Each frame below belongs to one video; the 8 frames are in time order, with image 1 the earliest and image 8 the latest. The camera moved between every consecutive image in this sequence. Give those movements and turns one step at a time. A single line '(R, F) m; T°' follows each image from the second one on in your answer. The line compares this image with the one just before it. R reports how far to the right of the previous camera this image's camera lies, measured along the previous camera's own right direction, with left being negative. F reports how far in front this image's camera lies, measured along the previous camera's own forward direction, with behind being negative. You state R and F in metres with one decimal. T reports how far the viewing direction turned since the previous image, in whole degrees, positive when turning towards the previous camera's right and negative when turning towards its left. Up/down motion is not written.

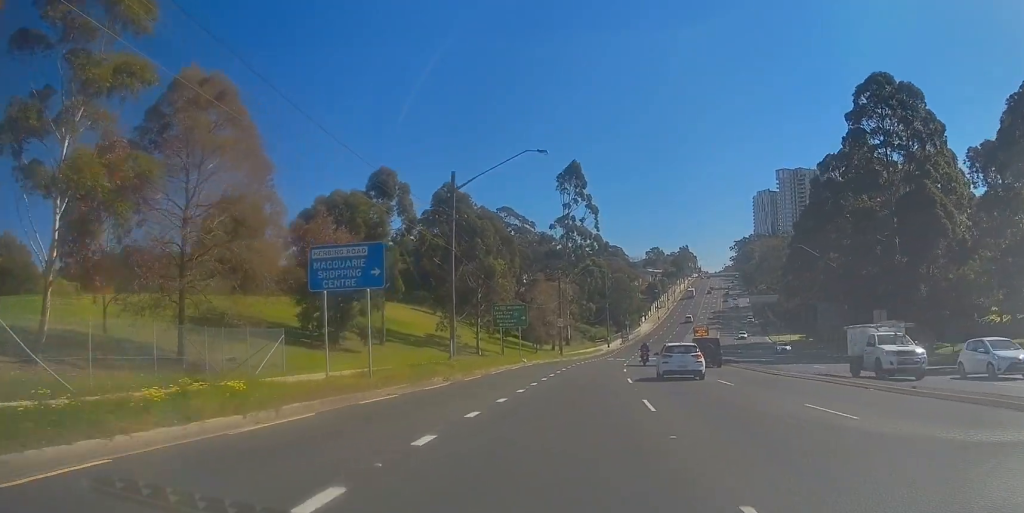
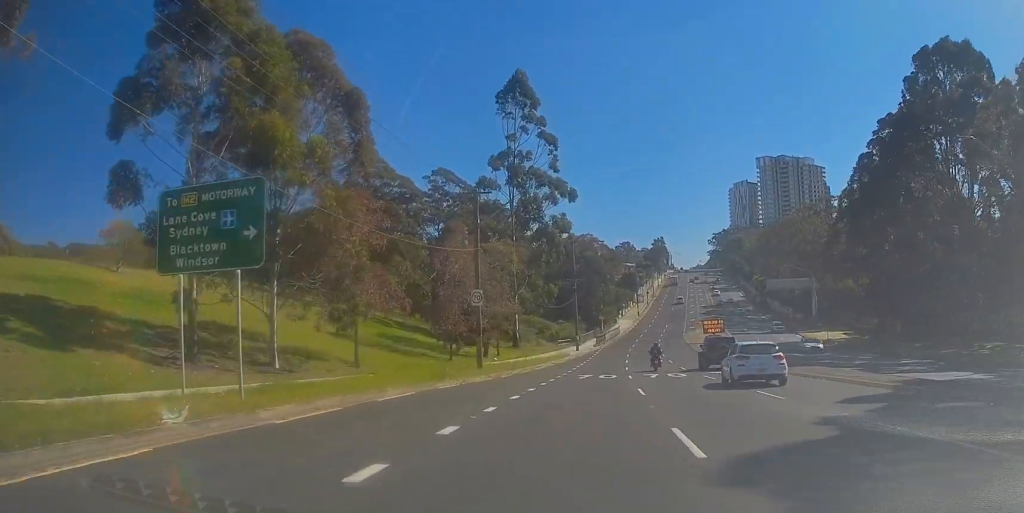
(+0.9, +42.9) m; +2°
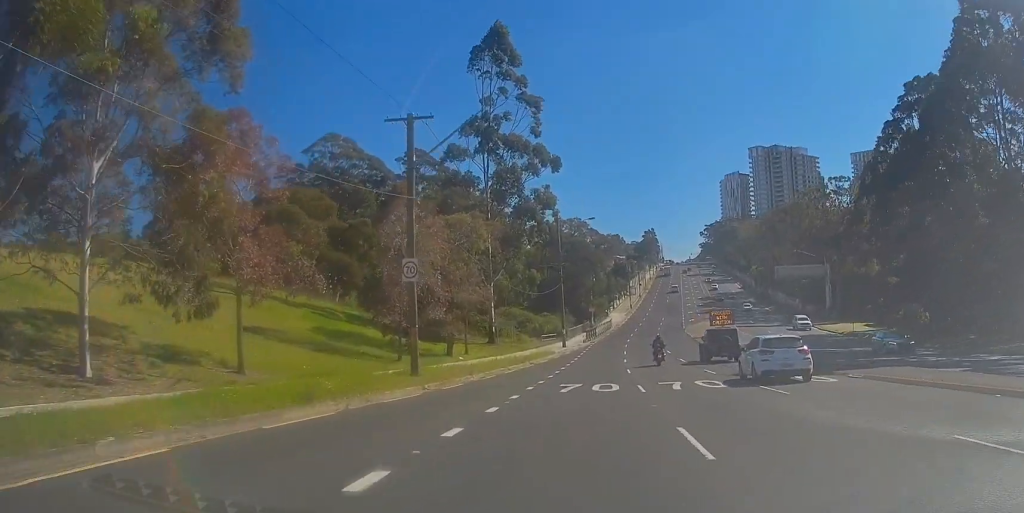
(-0.1, +11.8) m; +1°
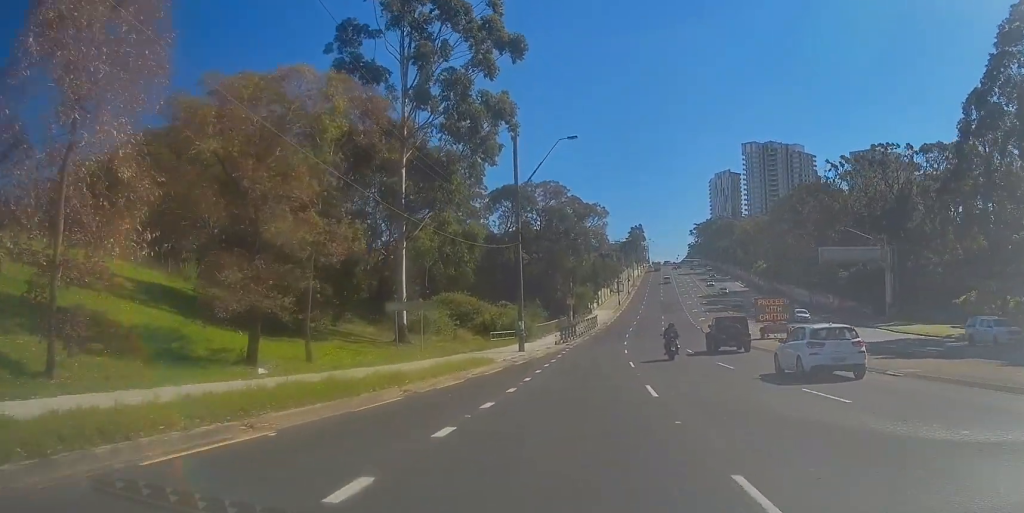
(+0.9, +28.4) m; +2°
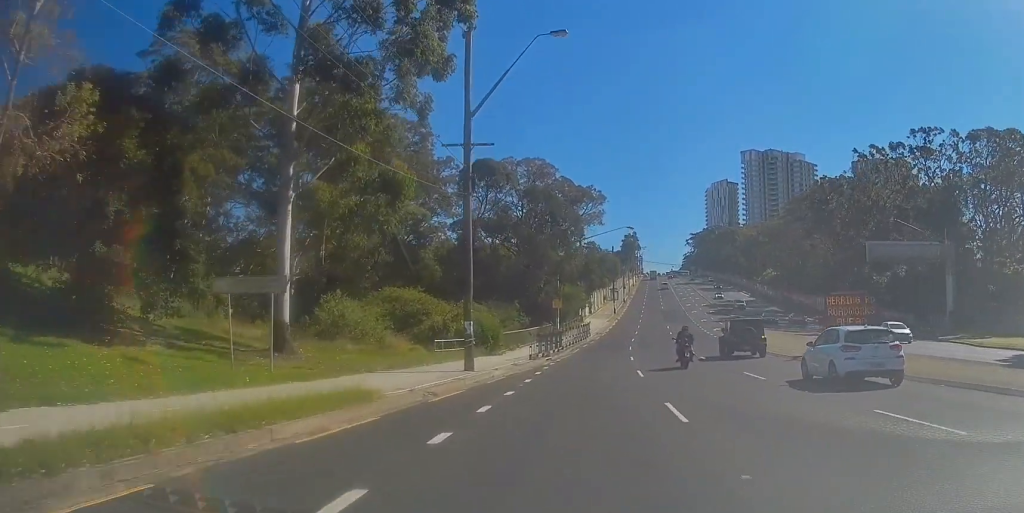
(-0.1, +16.1) m; 0°
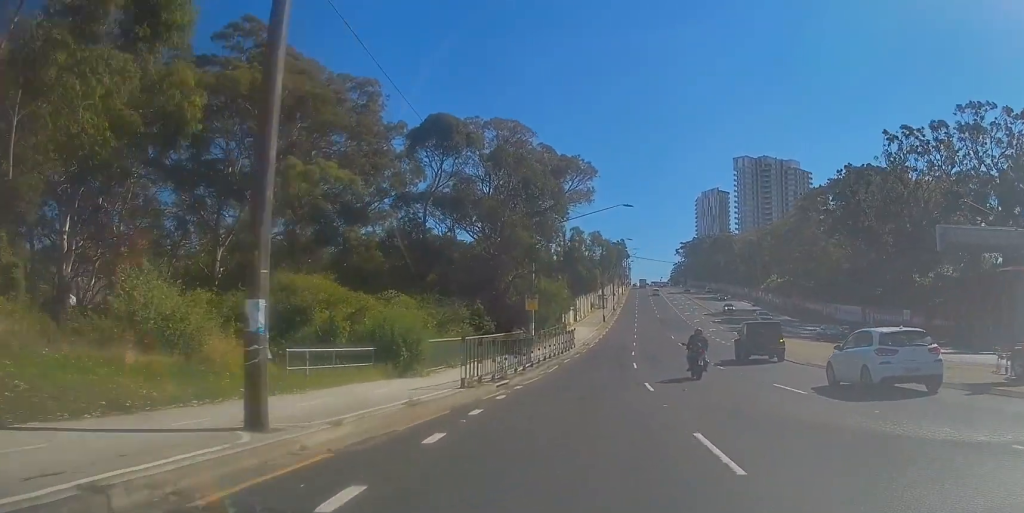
(+0.2, +16.1) m; +1°
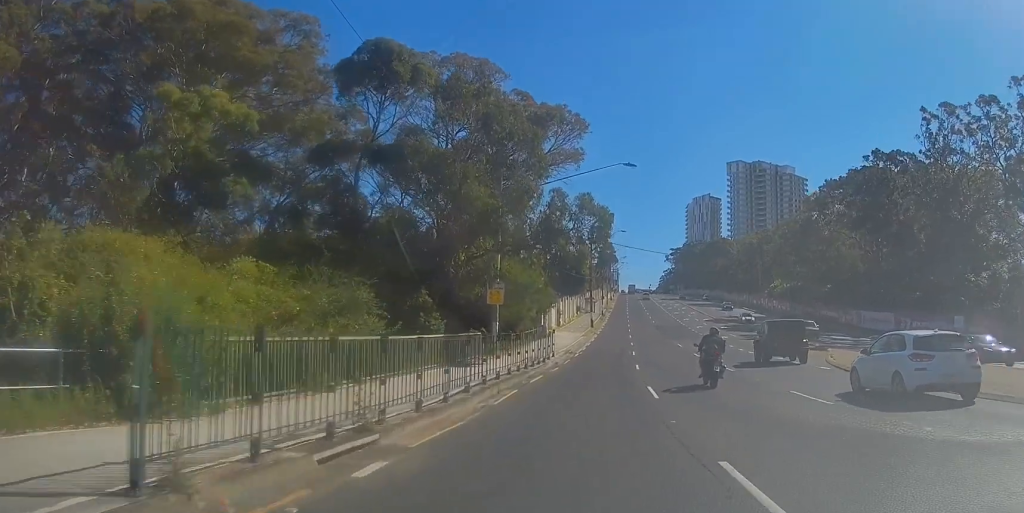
(+0.2, +14.2) m; +1°
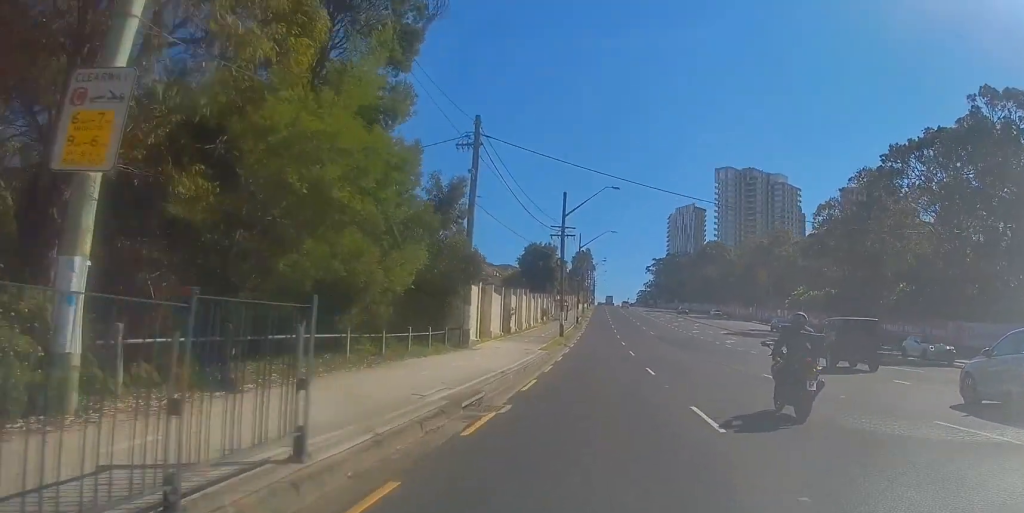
(+0.7, +30.3) m; +2°
